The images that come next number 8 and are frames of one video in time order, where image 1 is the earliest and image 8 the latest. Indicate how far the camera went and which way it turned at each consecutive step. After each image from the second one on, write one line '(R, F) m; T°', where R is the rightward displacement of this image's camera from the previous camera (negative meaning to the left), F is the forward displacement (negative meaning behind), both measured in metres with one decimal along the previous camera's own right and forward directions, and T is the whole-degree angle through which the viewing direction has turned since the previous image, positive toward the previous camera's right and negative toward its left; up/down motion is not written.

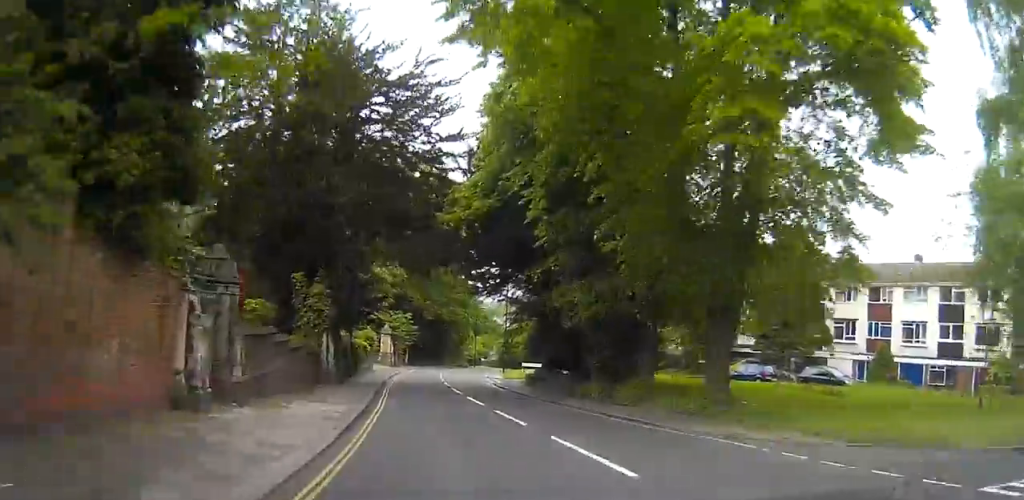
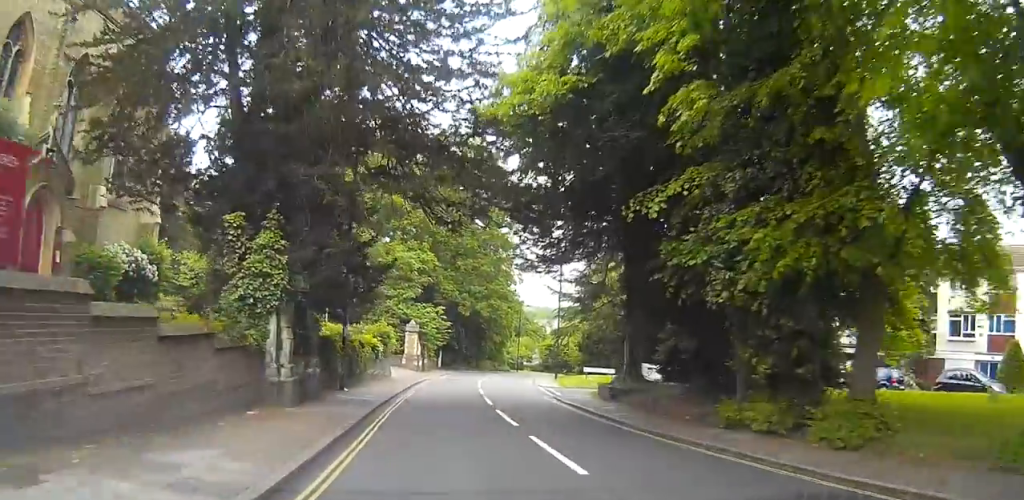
(0.0, +10.0) m; 0°
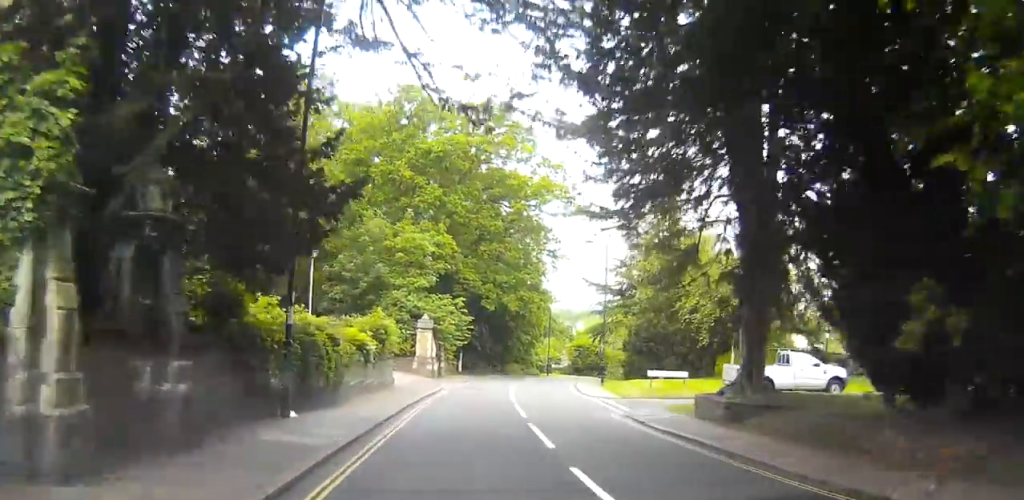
(0.0, +8.8) m; 0°
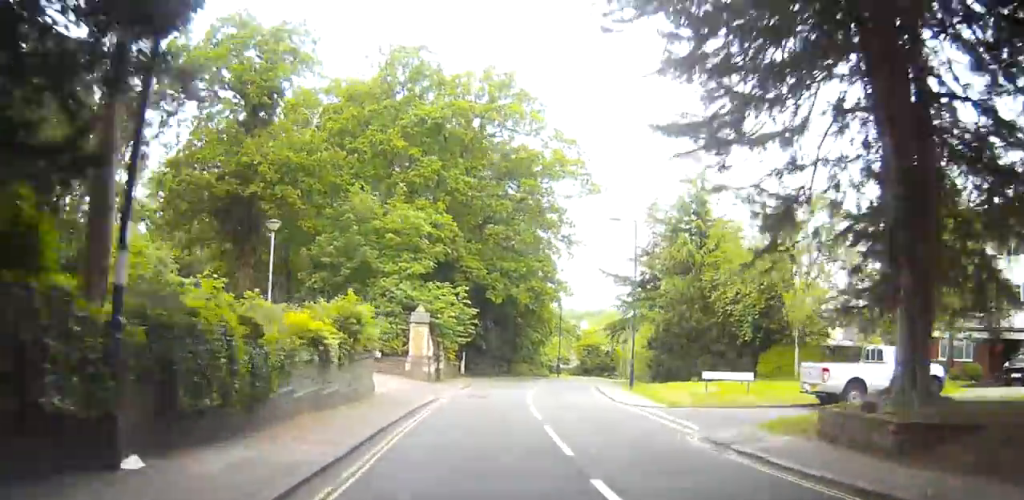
(0.0, +6.5) m; 0°
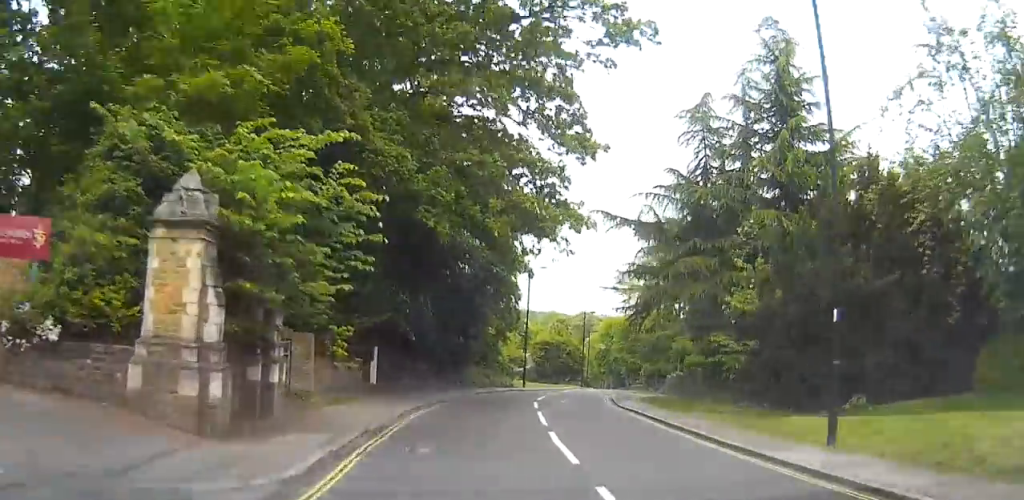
(0.0, +24.1) m; +2°
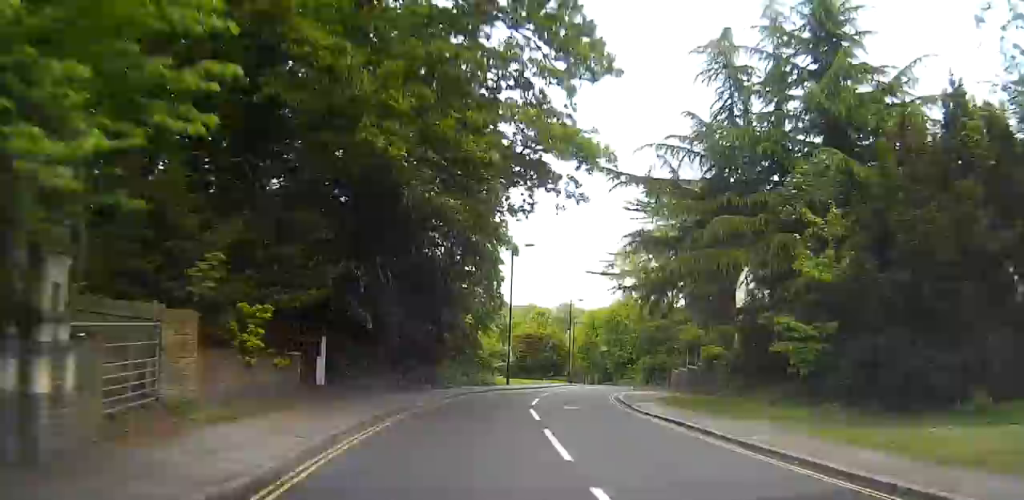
(-0.2, +7.0) m; +3°
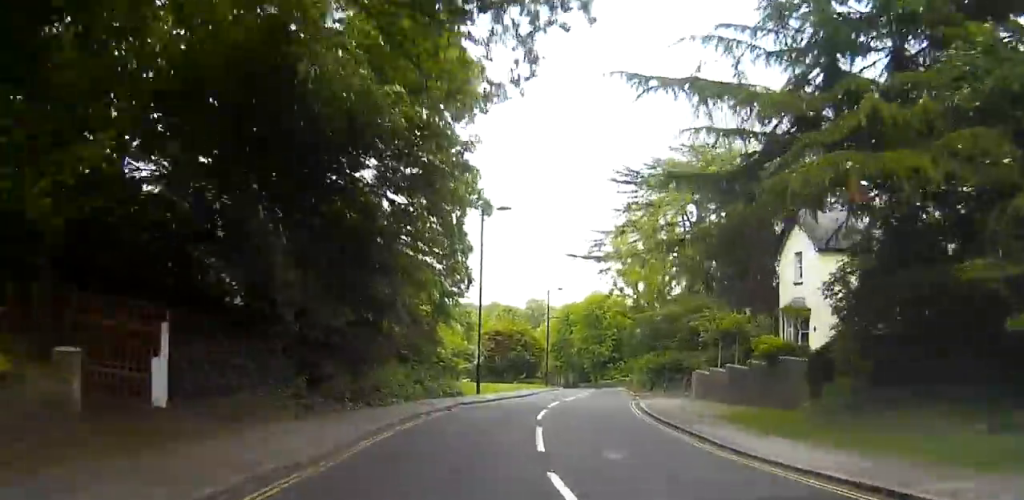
(+1.0, +10.8) m; +6°
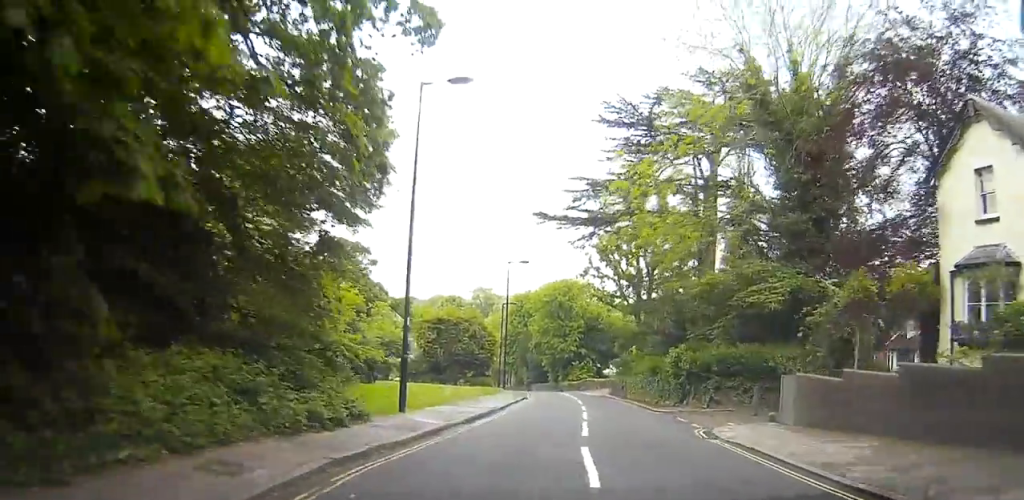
(+0.4, +15.0) m; +1°
